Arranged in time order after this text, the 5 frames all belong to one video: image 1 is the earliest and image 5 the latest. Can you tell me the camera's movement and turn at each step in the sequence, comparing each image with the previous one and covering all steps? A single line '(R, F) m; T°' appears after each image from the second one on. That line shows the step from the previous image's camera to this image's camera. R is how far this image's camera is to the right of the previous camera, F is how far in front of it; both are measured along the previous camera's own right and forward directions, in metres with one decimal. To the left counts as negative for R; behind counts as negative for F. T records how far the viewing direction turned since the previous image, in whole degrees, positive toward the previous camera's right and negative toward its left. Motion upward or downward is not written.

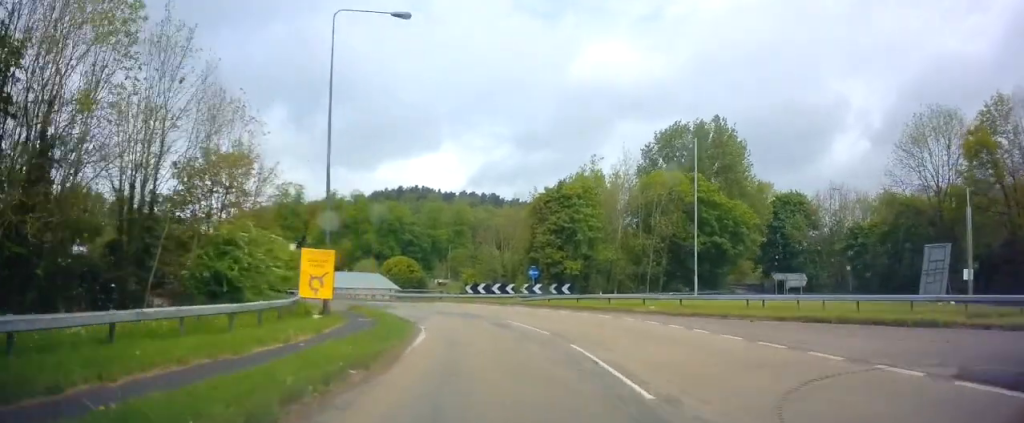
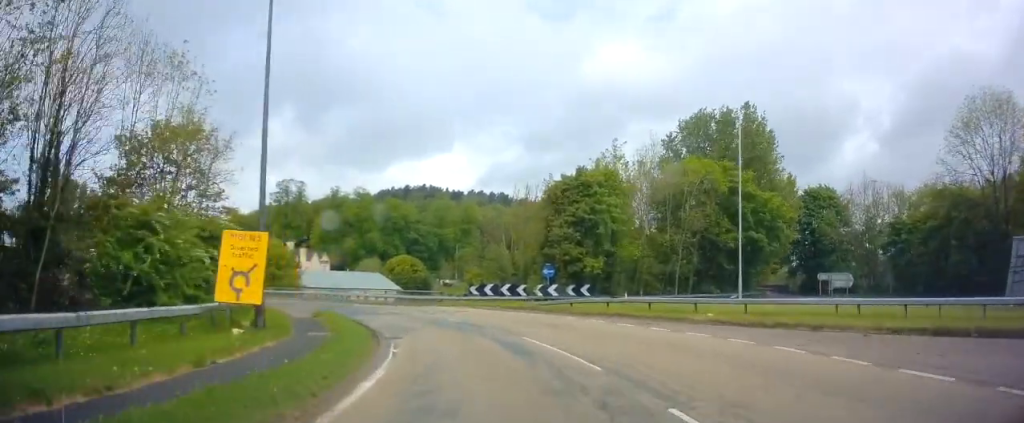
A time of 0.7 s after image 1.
(-0.2, +6.4) m; -1°
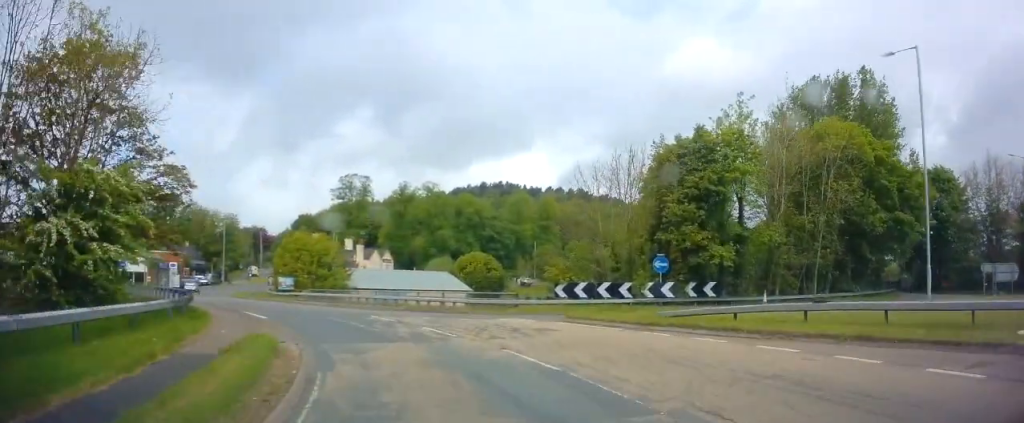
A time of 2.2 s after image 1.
(-0.5, +11.9) m; -8°
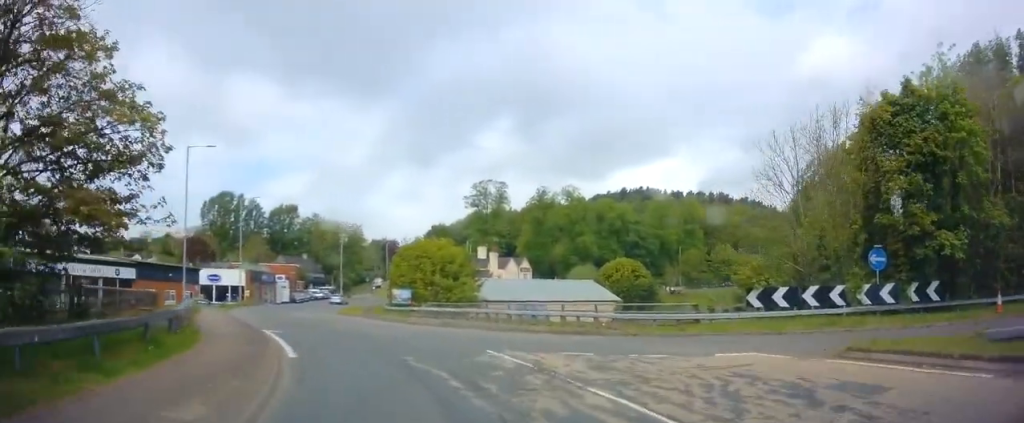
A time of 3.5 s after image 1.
(-0.9, +9.0) m; -12°
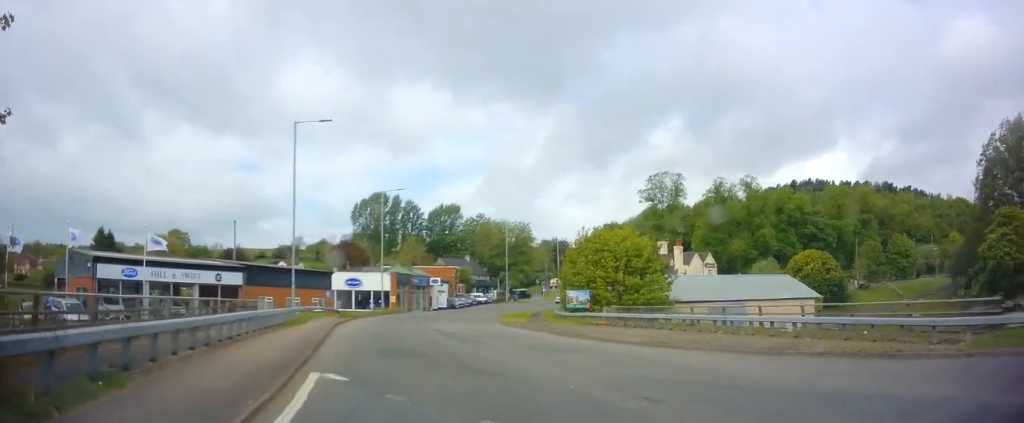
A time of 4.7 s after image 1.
(-1.1, +9.2) m; -17°
